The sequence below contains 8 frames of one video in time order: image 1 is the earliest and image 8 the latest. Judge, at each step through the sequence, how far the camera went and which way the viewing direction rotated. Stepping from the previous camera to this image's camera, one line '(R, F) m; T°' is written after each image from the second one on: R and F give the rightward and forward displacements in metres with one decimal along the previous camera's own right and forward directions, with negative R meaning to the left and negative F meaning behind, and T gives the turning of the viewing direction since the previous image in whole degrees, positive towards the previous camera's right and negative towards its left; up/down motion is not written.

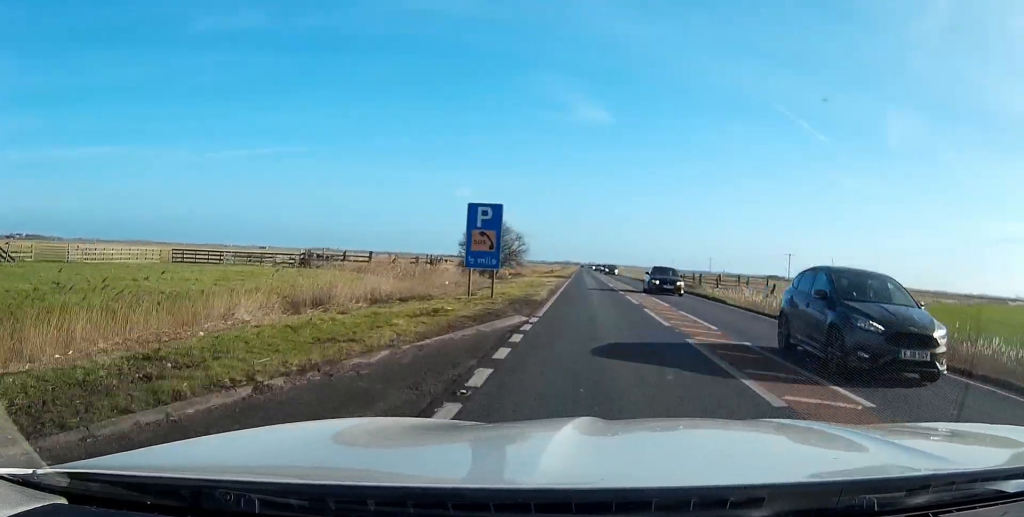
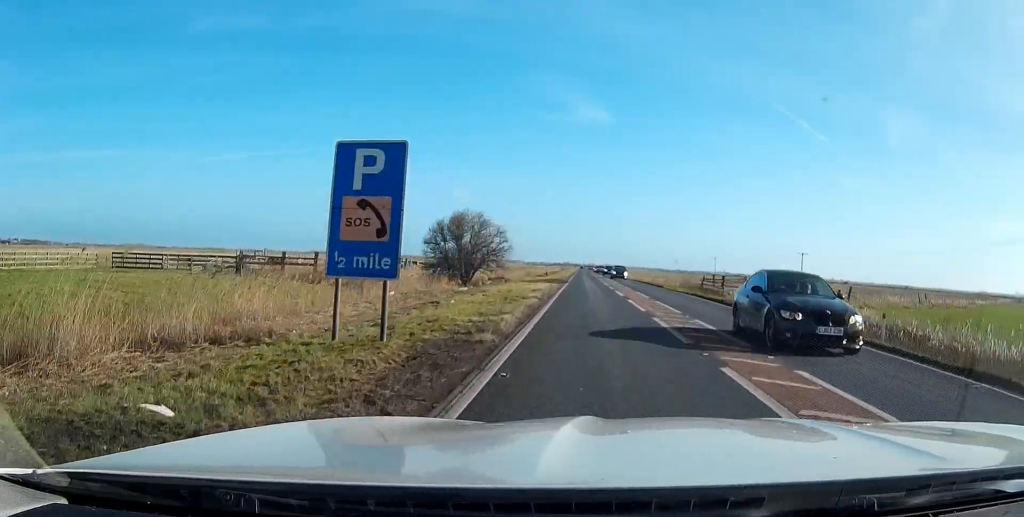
(0.0, +12.4) m; 0°
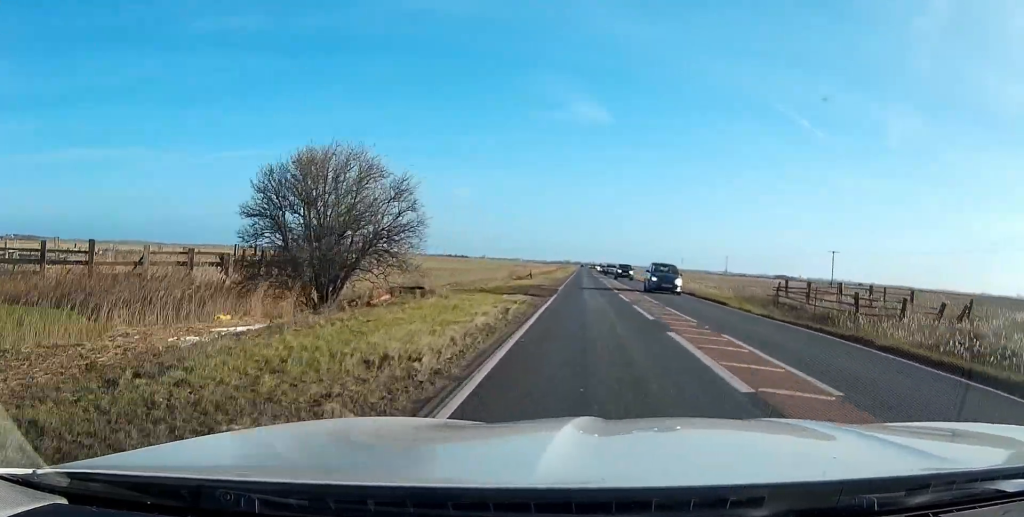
(+0.1, +24.1) m; 0°
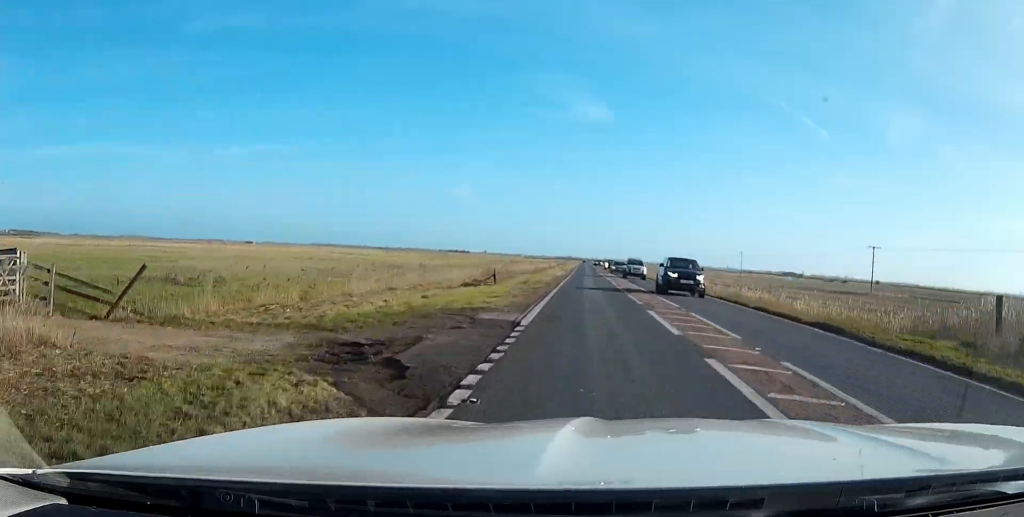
(-0.1, +23.3) m; 0°
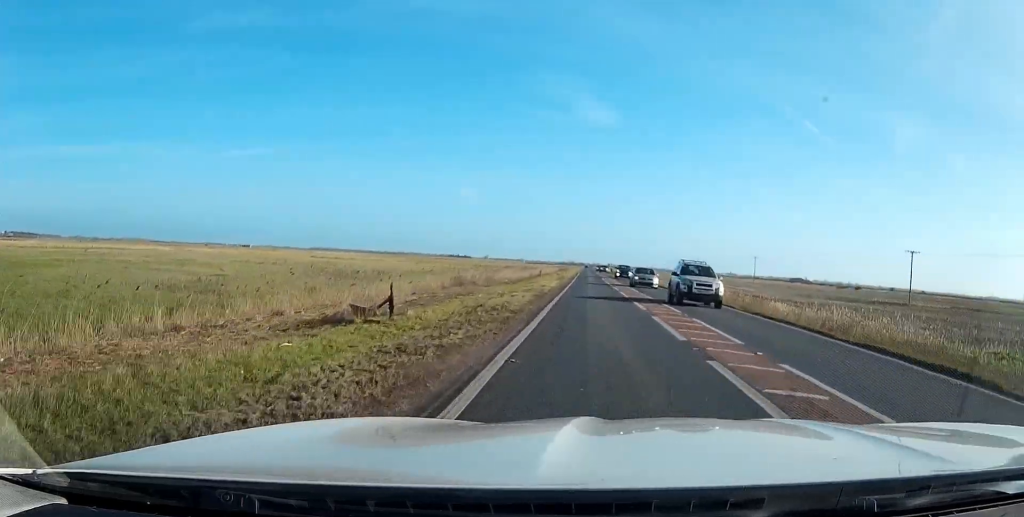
(0.0, +17.6) m; 0°
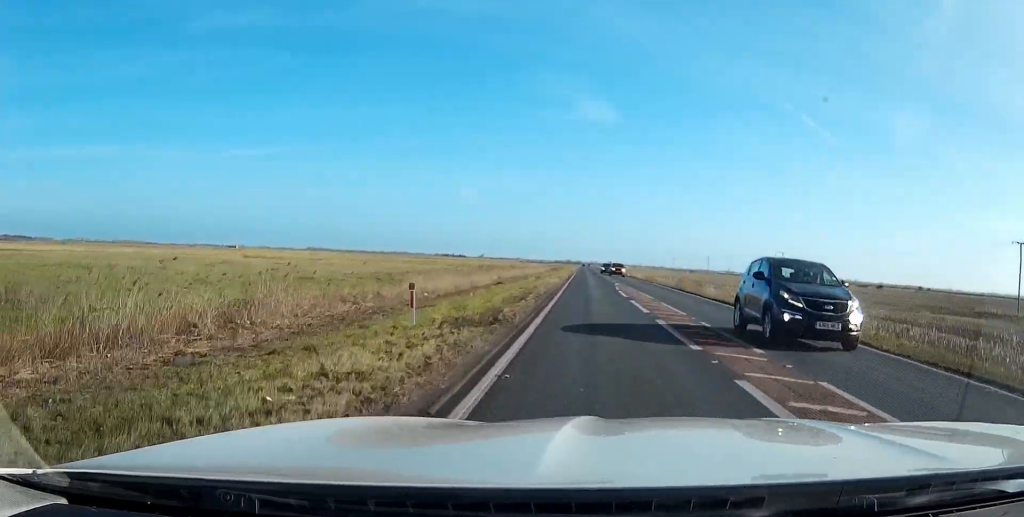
(0.0, +37.8) m; 0°
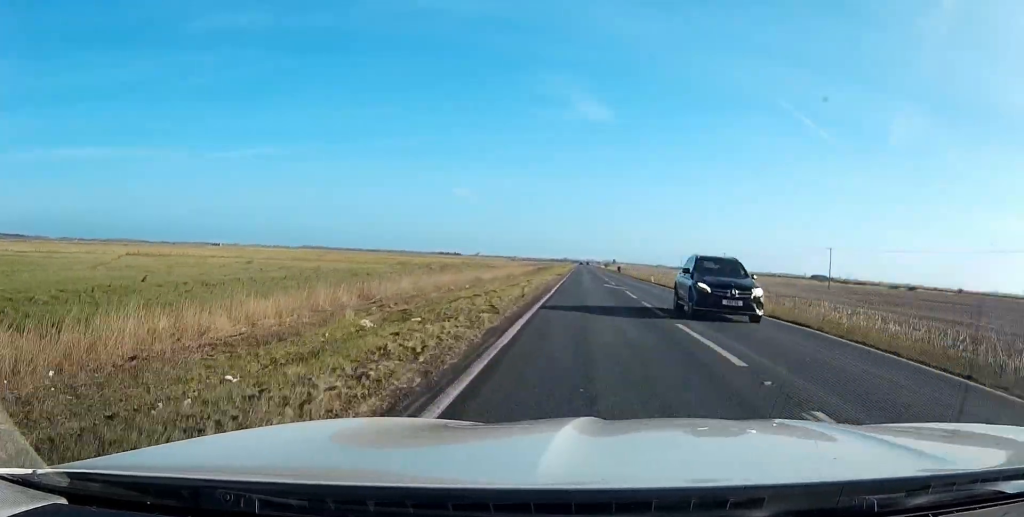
(+0.3, +43.7) m; 0°
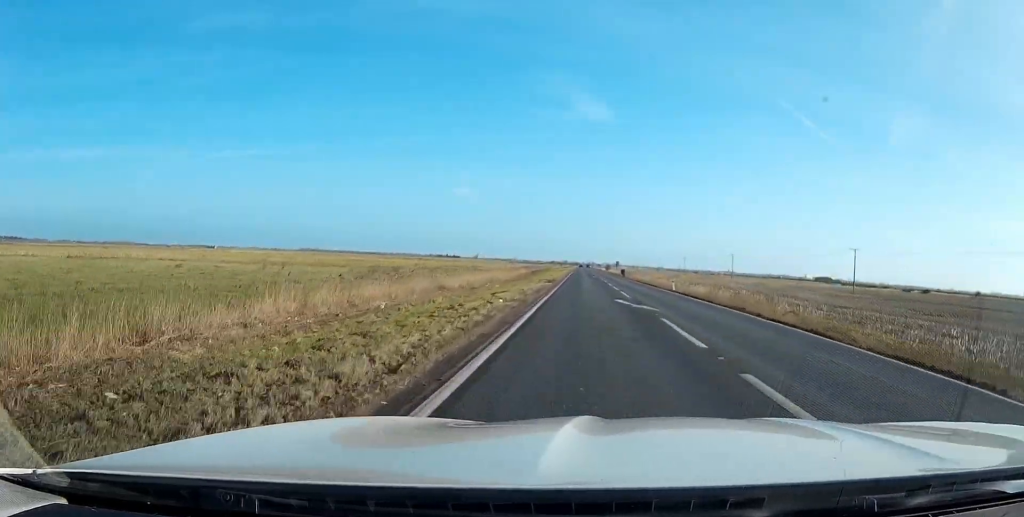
(0.0, +15.9) m; 0°
